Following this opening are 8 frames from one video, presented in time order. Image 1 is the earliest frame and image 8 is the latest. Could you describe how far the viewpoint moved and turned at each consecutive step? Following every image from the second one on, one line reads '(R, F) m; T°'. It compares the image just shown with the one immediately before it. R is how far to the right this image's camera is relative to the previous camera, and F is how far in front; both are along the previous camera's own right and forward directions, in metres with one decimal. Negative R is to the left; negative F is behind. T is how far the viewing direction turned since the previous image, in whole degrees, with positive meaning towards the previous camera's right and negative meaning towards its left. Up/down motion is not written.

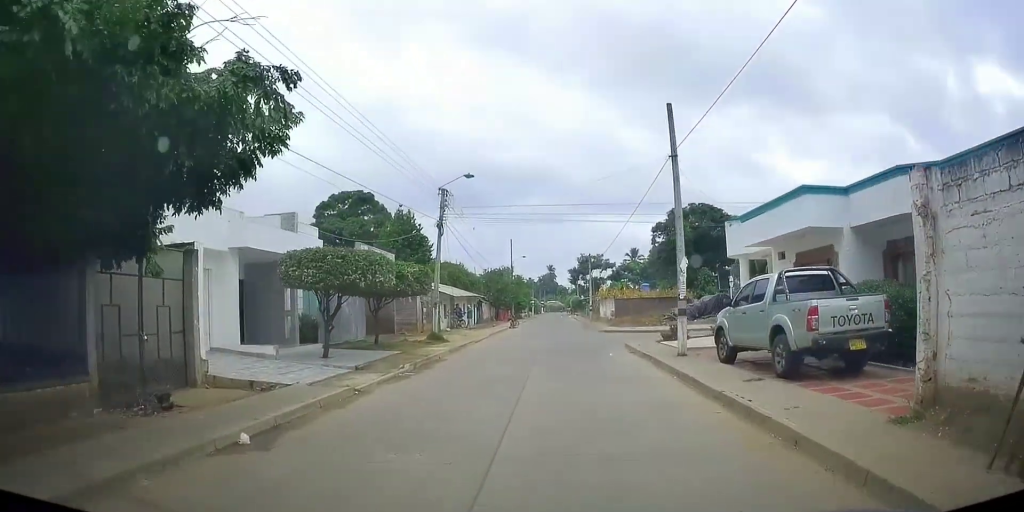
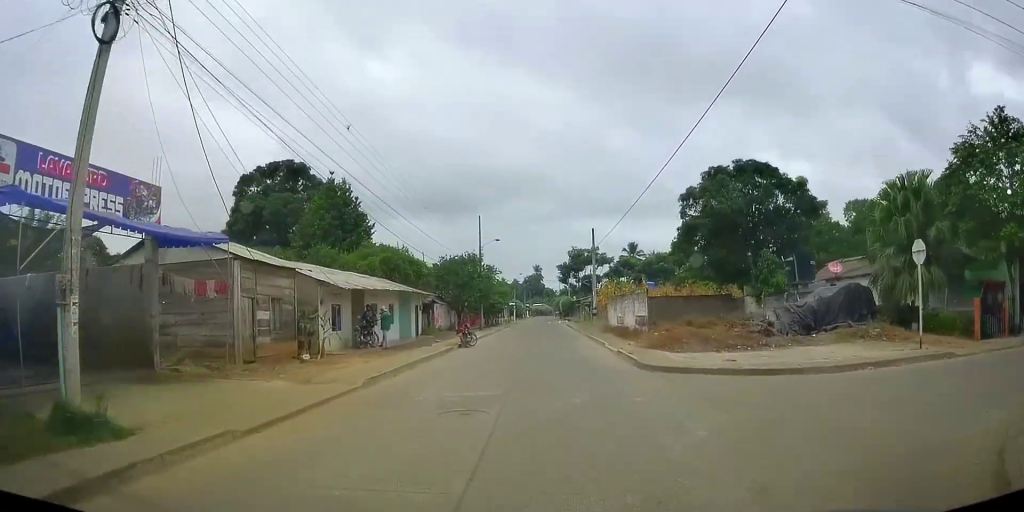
(+0.7, +19.2) m; +3°
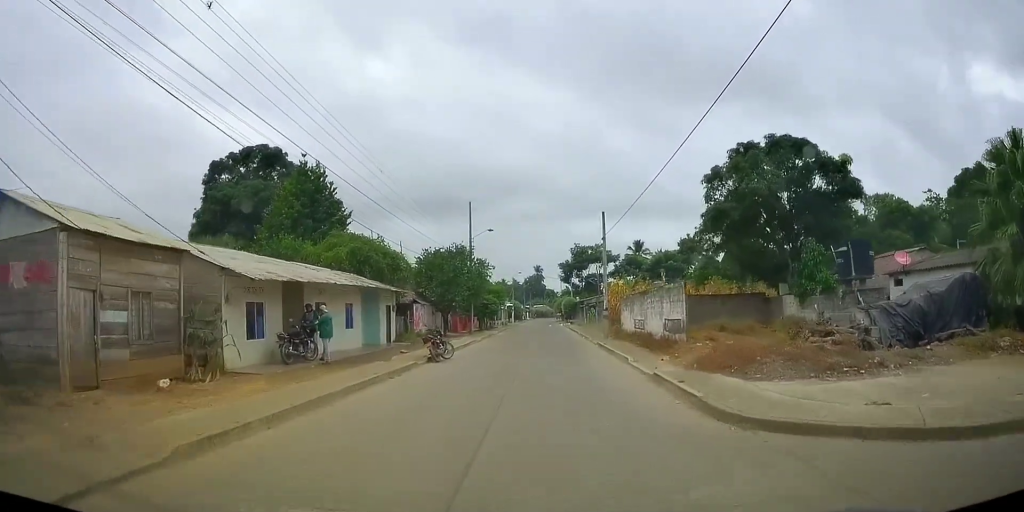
(-0.3, +6.2) m; -2°
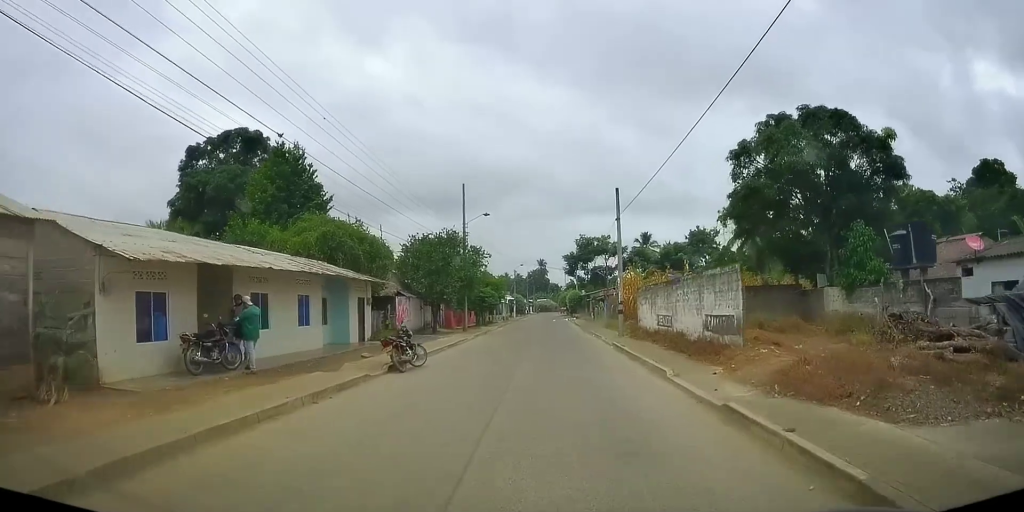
(-0.1, +4.5) m; -1°
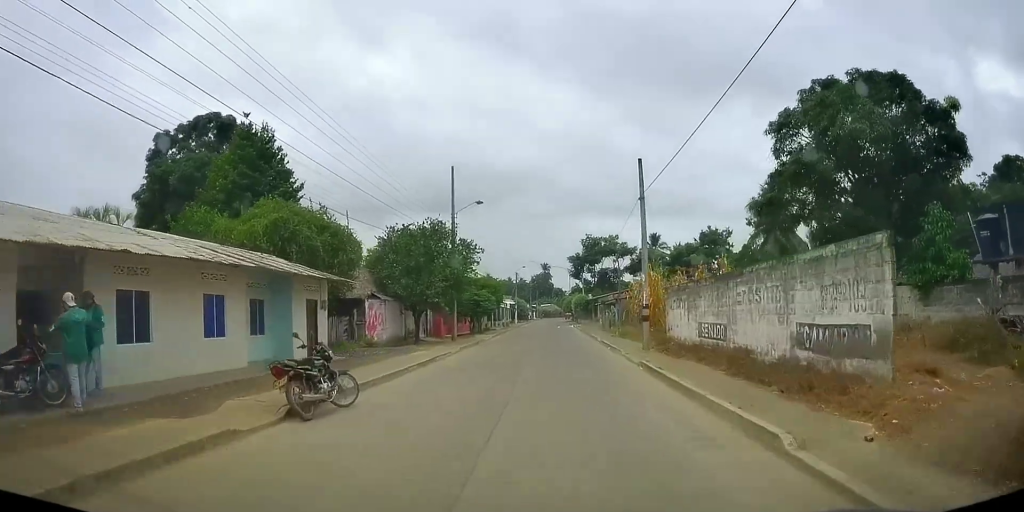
(0.0, +5.3) m; +2°
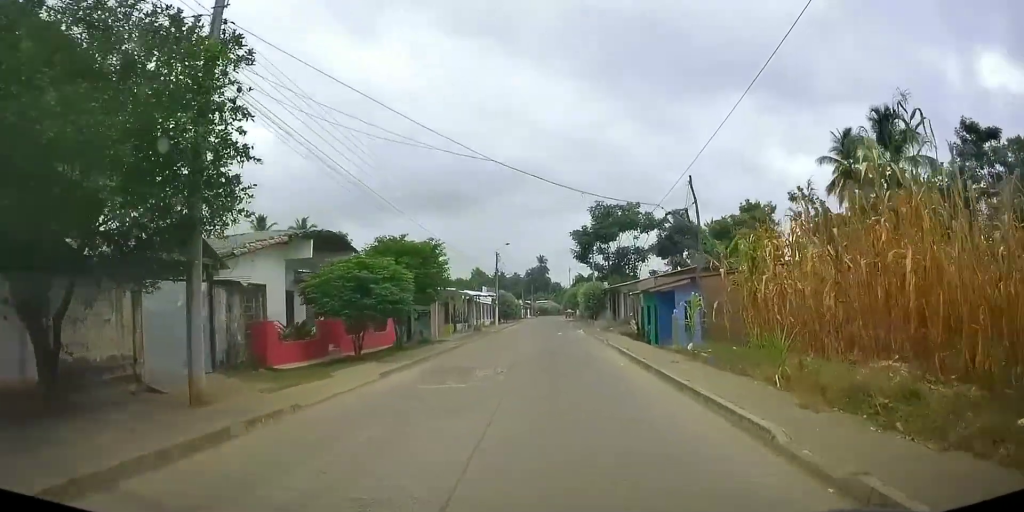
(-0.1, +22.3) m; 0°
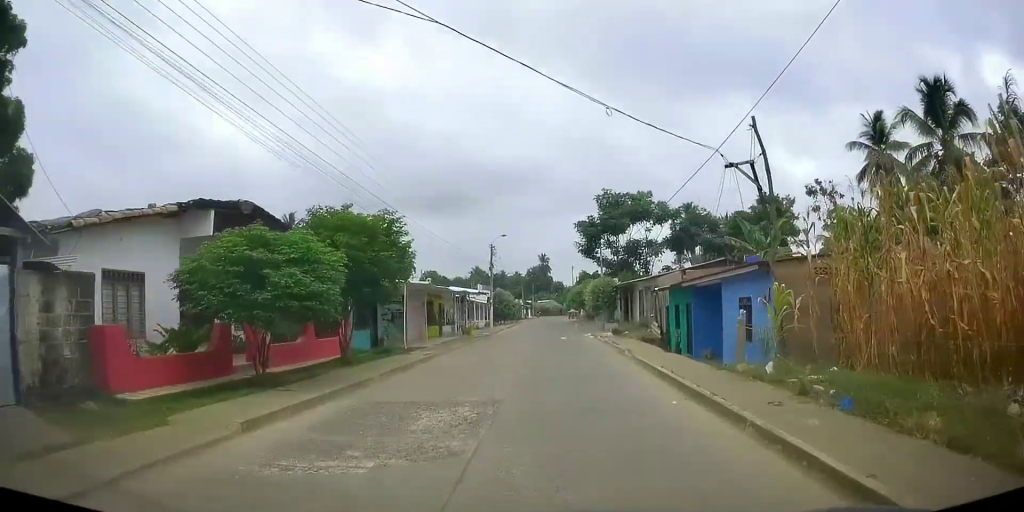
(+0.2, +6.0) m; 0°
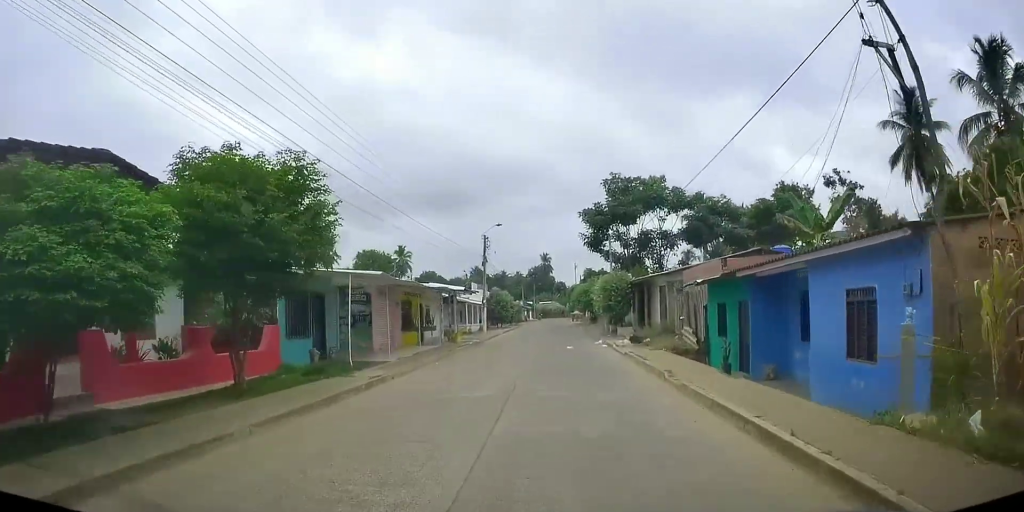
(+0.3, +5.7) m; 0°
